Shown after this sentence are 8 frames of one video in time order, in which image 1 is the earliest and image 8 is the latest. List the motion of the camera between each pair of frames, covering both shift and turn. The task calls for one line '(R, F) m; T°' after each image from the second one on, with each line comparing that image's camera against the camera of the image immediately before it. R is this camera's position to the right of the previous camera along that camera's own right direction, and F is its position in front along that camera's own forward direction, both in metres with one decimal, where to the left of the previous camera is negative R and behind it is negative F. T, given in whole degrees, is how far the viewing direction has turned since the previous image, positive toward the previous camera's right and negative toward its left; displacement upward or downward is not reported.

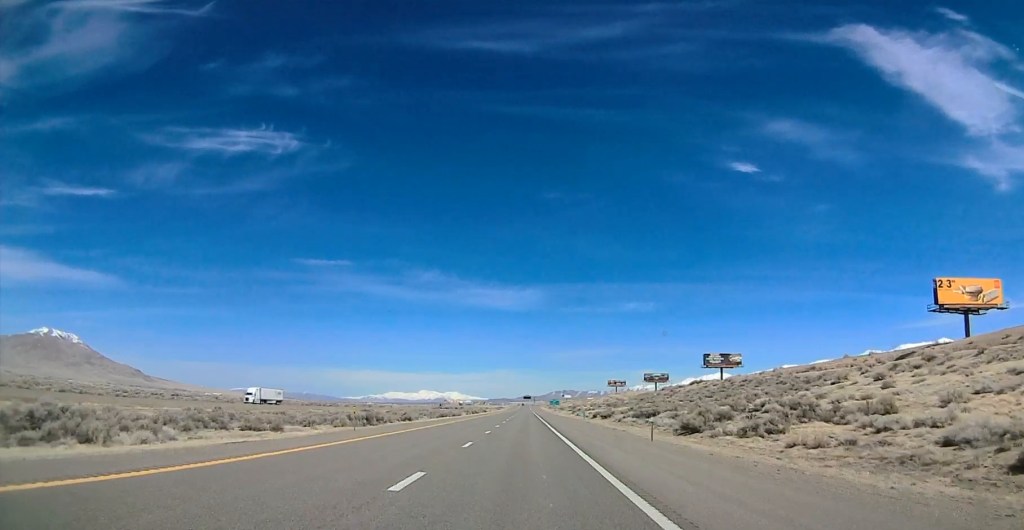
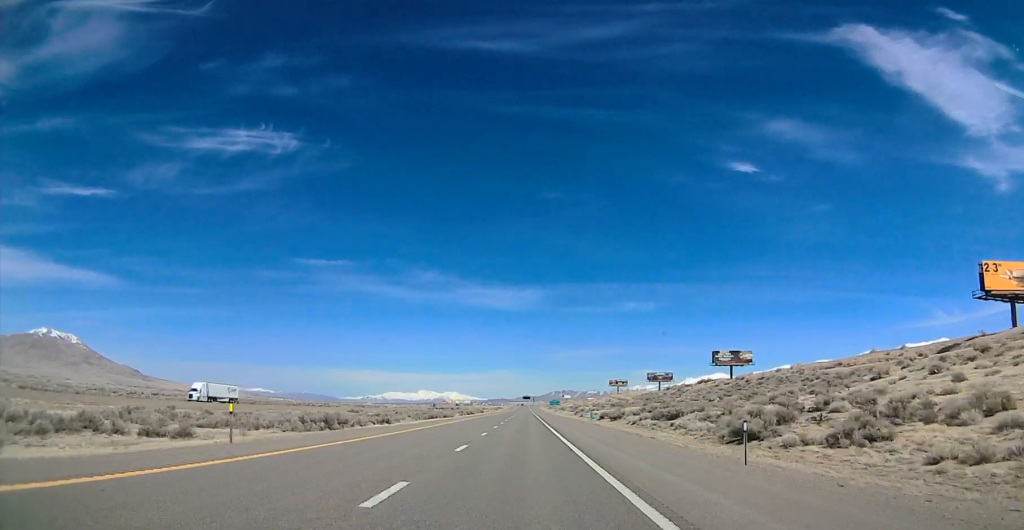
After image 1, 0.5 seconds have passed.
(+0.2, +14.0) m; 0°
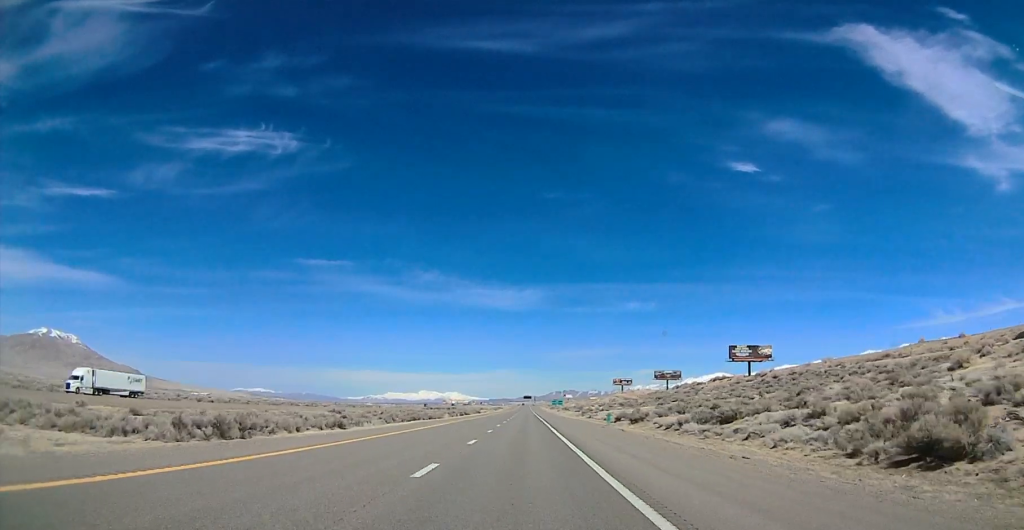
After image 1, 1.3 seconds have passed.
(0.0, +20.2) m; -3°
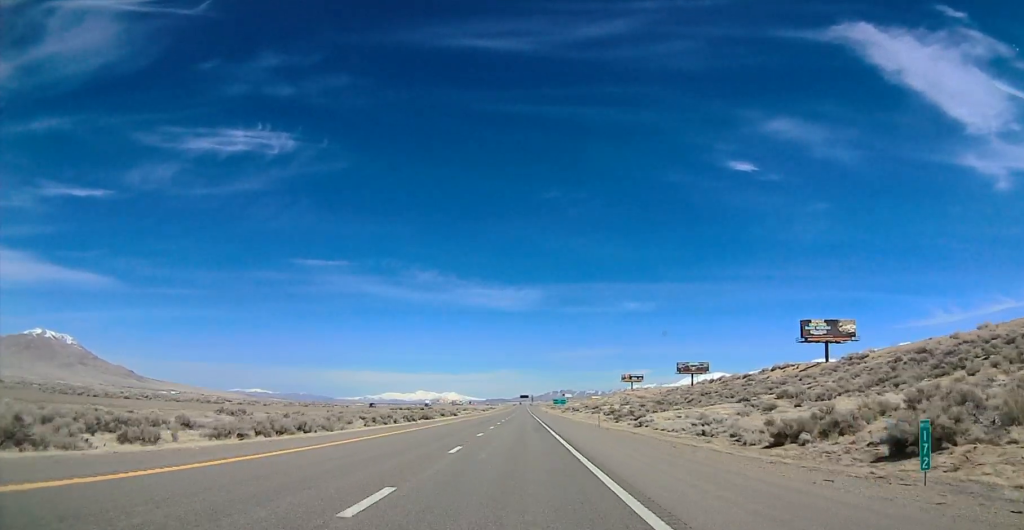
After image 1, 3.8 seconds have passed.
(+1.7, +65.8) m; +2°
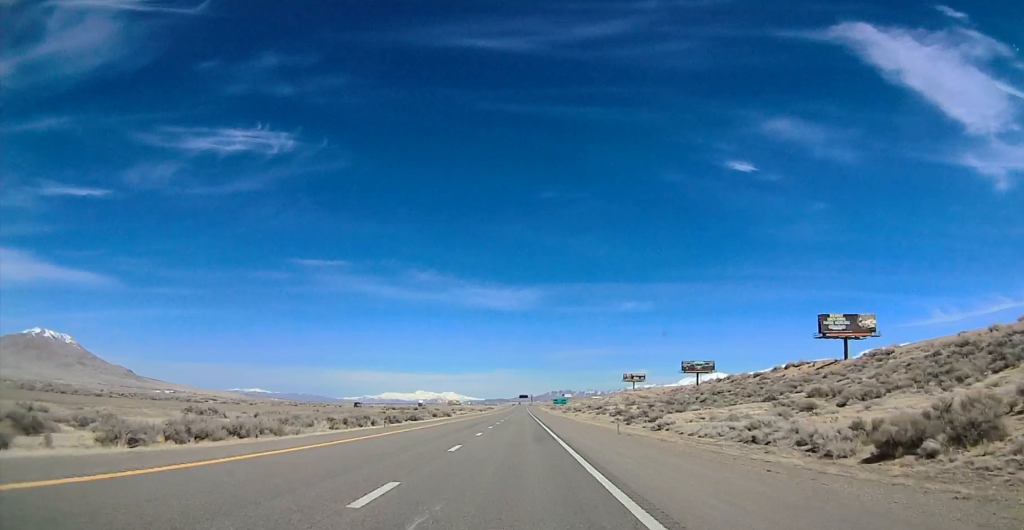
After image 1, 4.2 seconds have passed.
(+0.3, +11.4) m; -2°
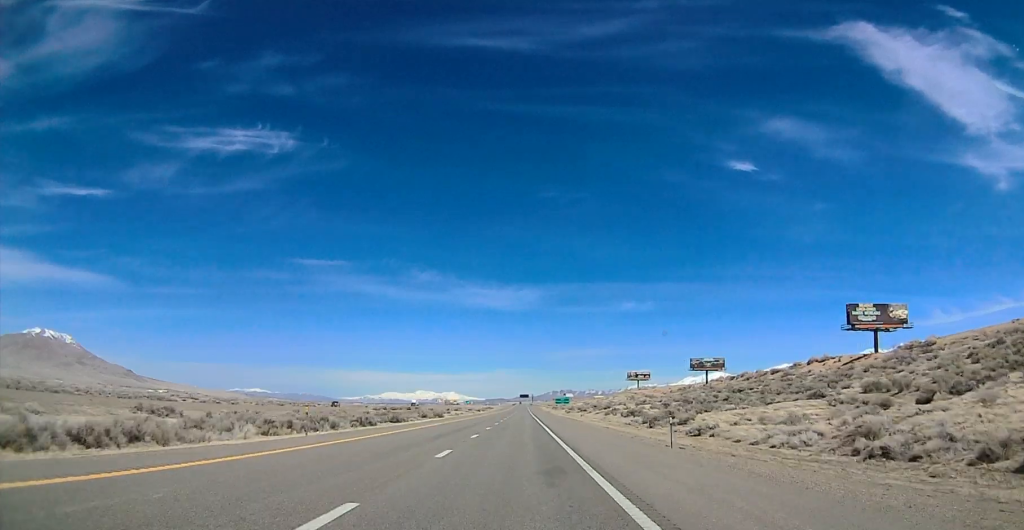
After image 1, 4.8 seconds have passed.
(-0.7, +14.9) m; 0°
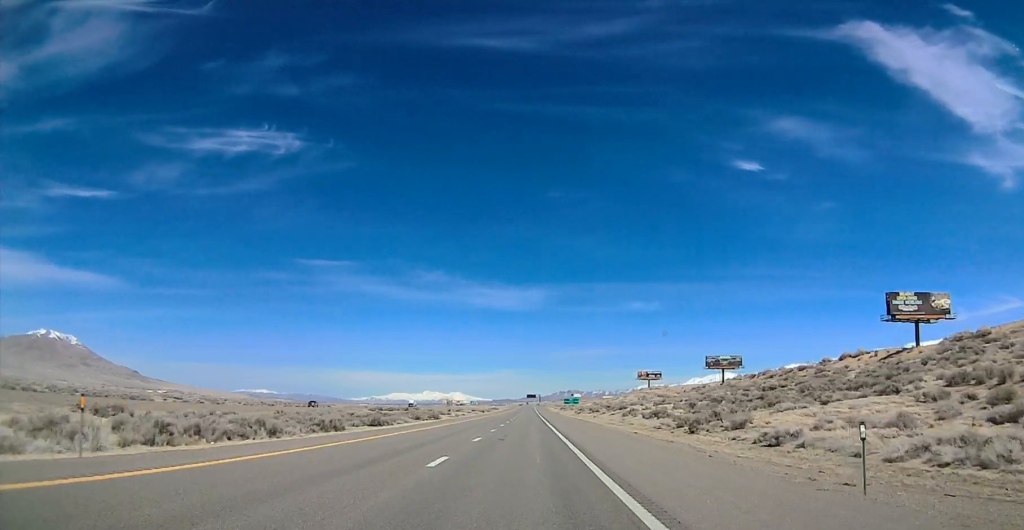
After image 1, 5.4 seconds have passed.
(-0.5, +14.9) m; +1°
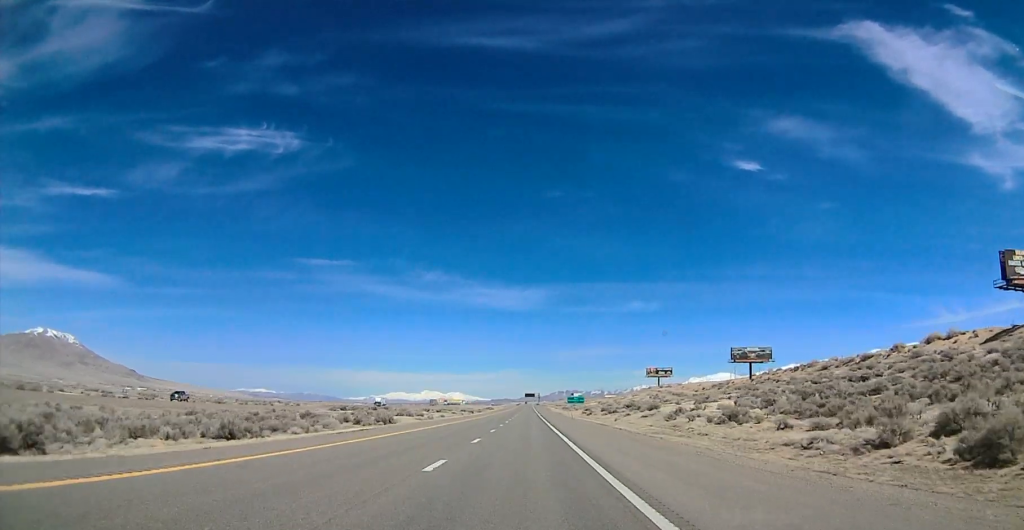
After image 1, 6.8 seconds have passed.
(+1.9, +37.6) m; +1°
